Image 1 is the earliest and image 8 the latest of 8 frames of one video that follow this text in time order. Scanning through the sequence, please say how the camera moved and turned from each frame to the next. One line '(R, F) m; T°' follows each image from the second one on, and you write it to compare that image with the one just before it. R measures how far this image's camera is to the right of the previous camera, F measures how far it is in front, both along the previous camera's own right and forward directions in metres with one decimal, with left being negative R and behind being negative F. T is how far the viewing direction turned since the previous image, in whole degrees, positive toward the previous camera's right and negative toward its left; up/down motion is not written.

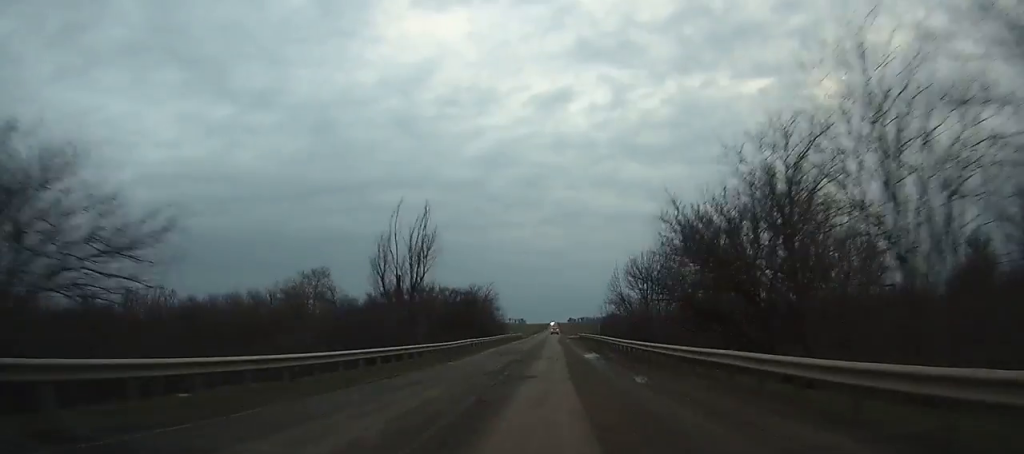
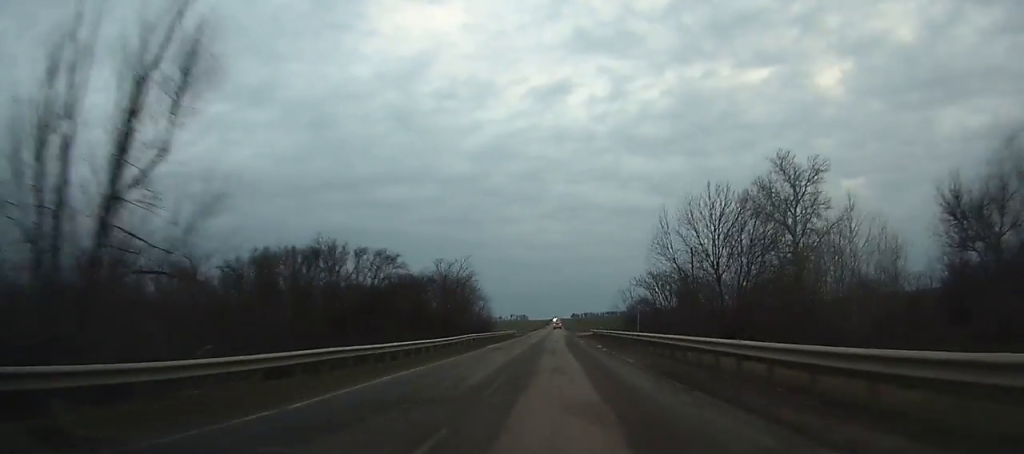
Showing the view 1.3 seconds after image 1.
(-0.1, +28.0) m; 0°
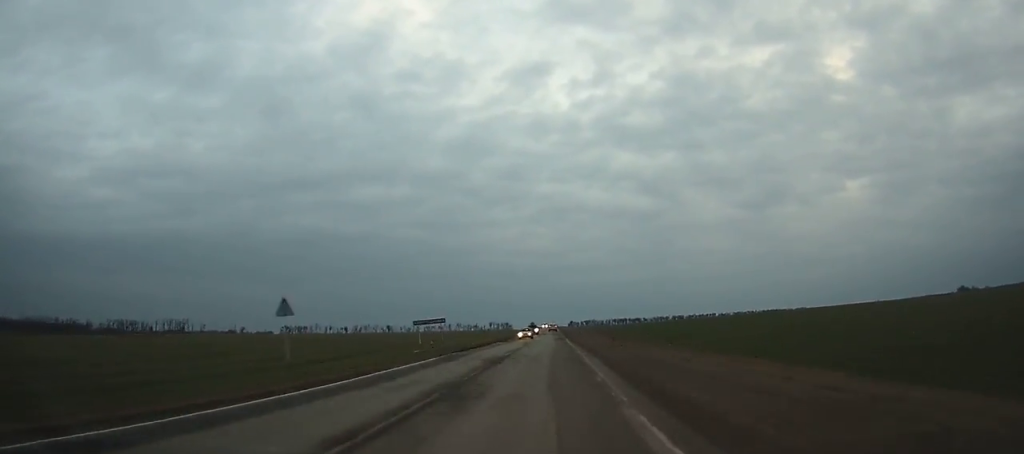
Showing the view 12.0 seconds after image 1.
(+0.6, +238.7) m; 0°
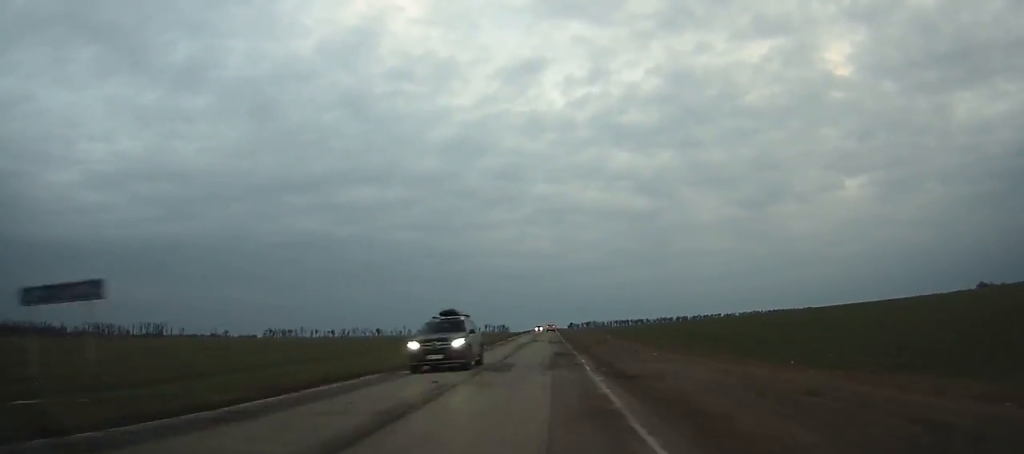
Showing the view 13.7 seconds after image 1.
(0.0, +38.5) m; 0°
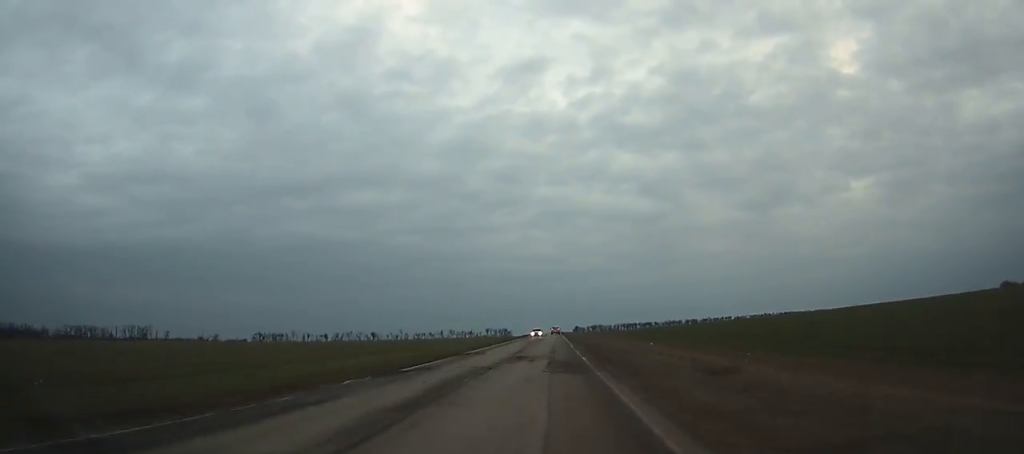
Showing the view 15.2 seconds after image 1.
(0.0, +34.0) m; 0°
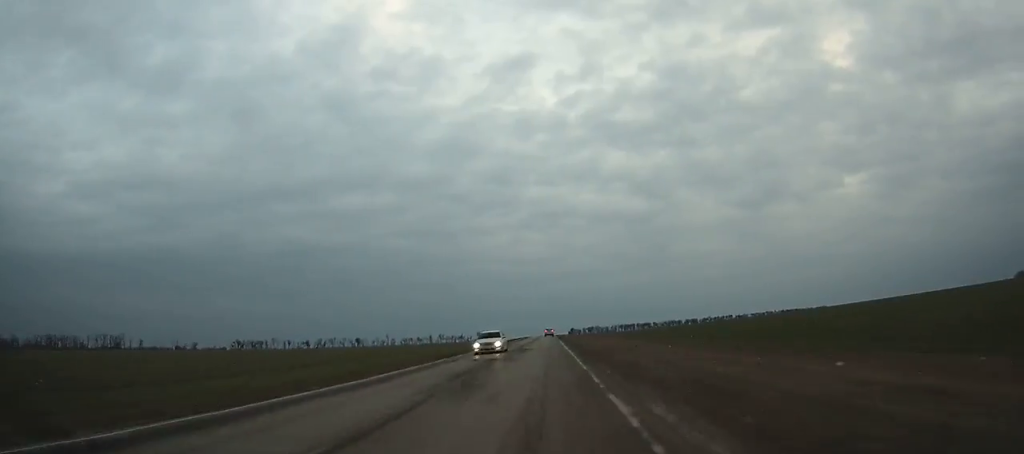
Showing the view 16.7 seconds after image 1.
(-0.1, +34.0) m; 0°
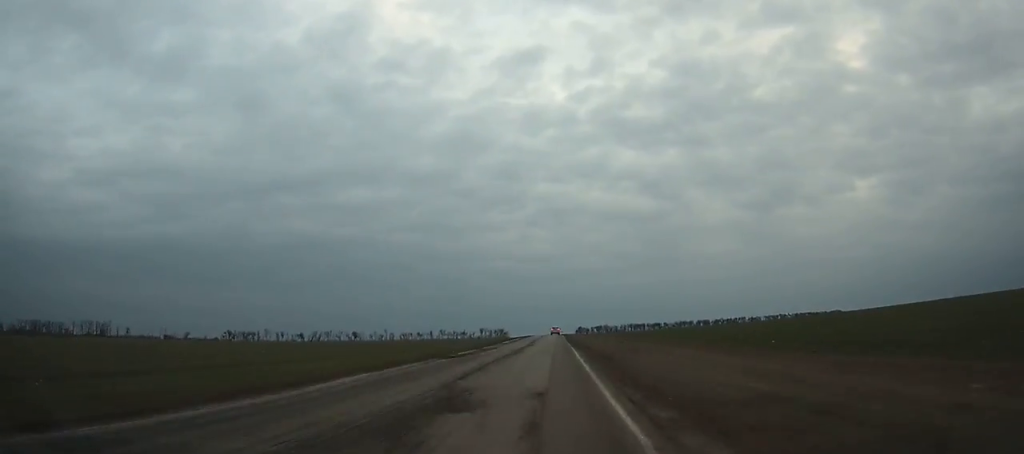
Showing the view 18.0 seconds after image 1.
(-0.2, +29.6) m; 0°
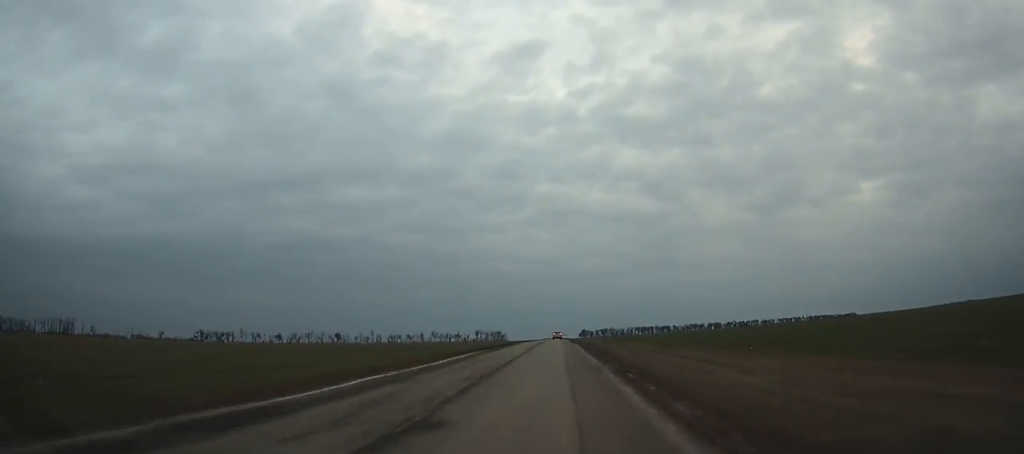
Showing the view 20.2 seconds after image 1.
(0.0, +50.2) m; 0°
